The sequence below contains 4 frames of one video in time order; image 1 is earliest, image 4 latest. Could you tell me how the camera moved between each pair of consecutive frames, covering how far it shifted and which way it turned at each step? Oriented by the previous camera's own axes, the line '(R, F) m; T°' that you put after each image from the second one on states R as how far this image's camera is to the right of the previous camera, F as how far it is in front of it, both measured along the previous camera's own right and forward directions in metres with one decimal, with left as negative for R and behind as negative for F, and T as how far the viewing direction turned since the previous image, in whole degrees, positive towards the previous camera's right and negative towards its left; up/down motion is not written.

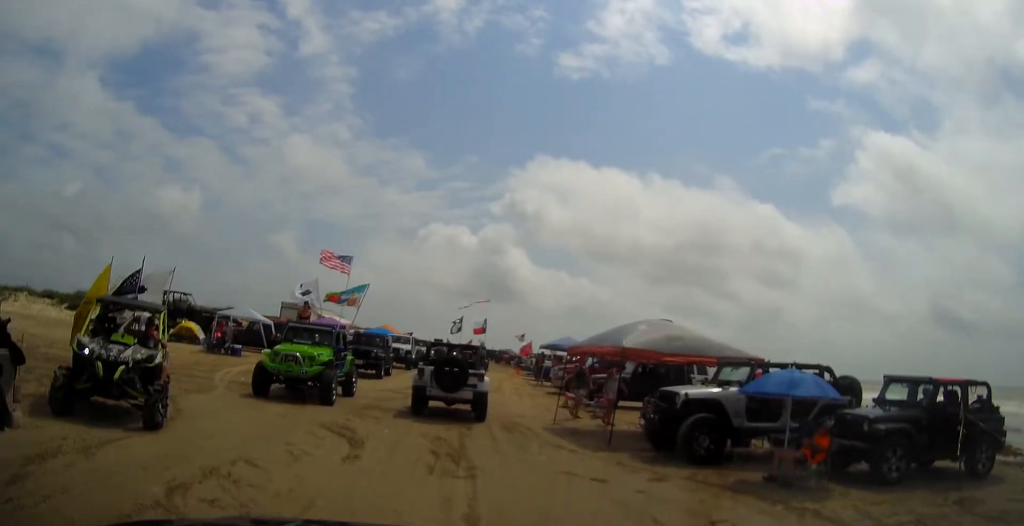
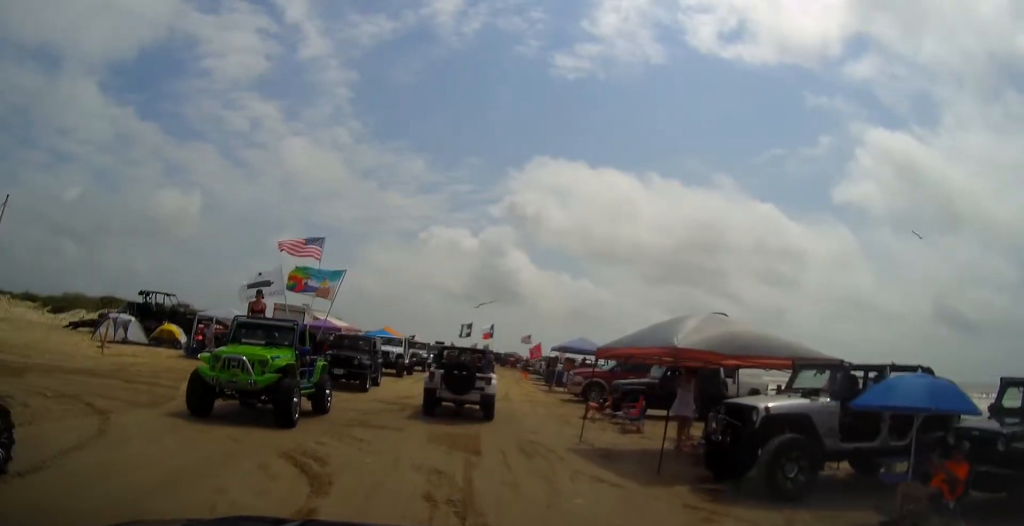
(0.0, +3.1) m; -1°
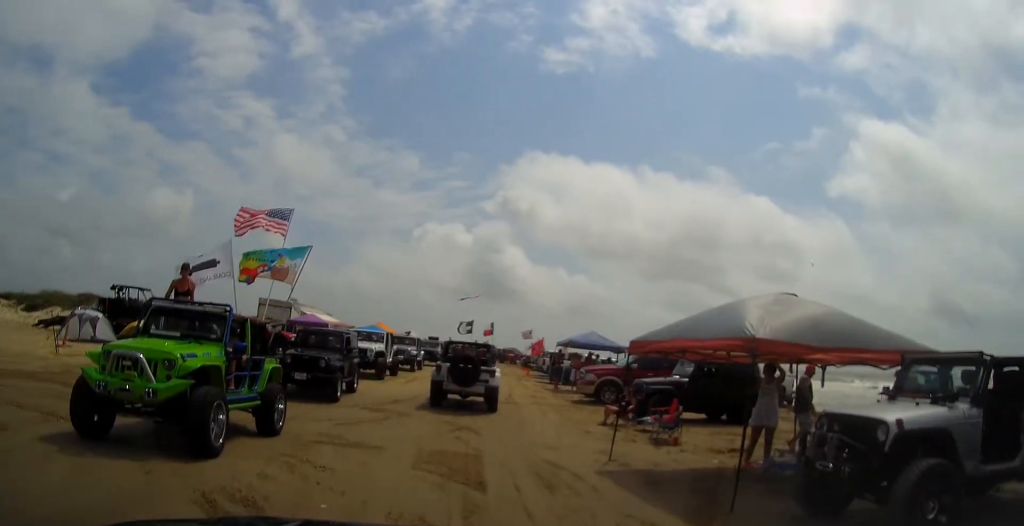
(-0.1, +2.8) m; 0°
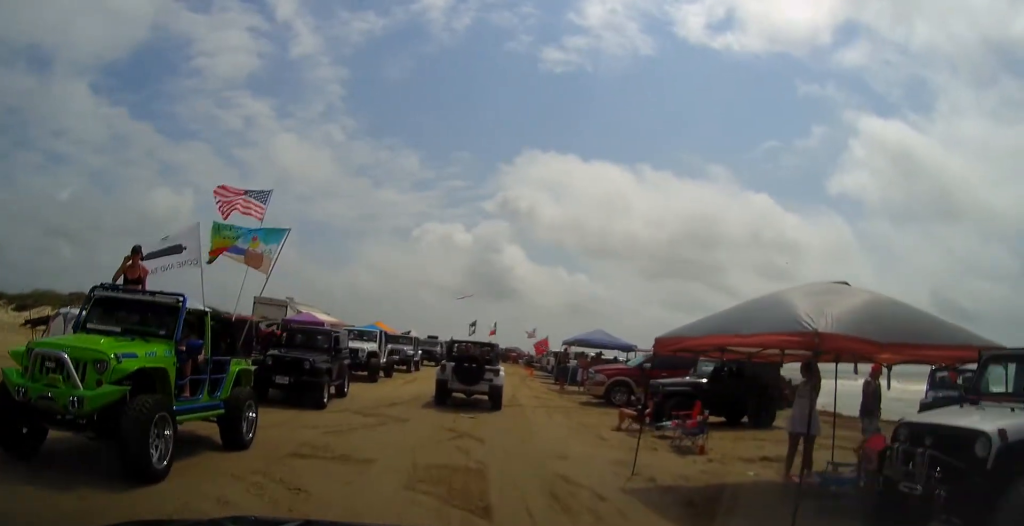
(+0.1, +1.1) m; +1°
